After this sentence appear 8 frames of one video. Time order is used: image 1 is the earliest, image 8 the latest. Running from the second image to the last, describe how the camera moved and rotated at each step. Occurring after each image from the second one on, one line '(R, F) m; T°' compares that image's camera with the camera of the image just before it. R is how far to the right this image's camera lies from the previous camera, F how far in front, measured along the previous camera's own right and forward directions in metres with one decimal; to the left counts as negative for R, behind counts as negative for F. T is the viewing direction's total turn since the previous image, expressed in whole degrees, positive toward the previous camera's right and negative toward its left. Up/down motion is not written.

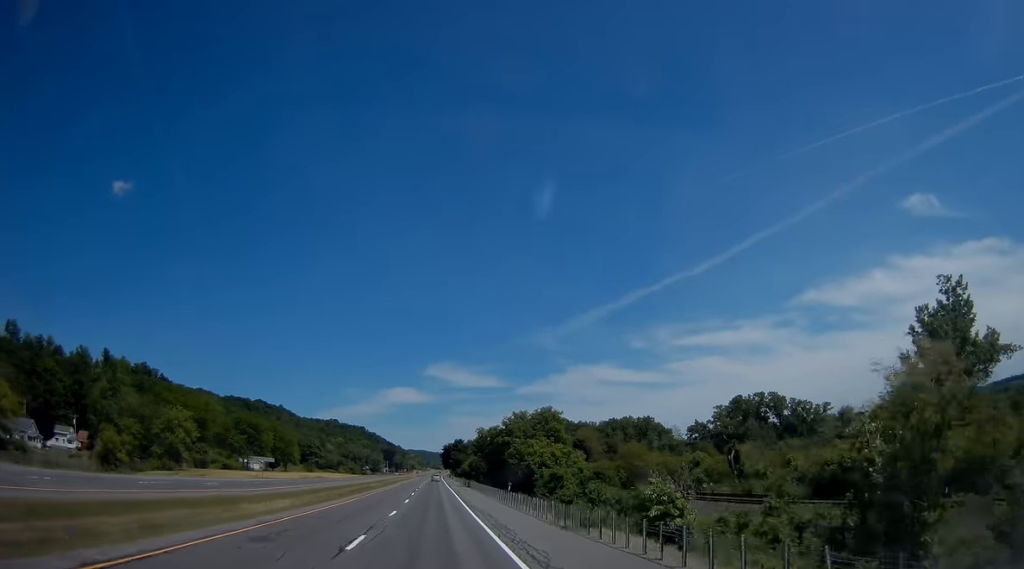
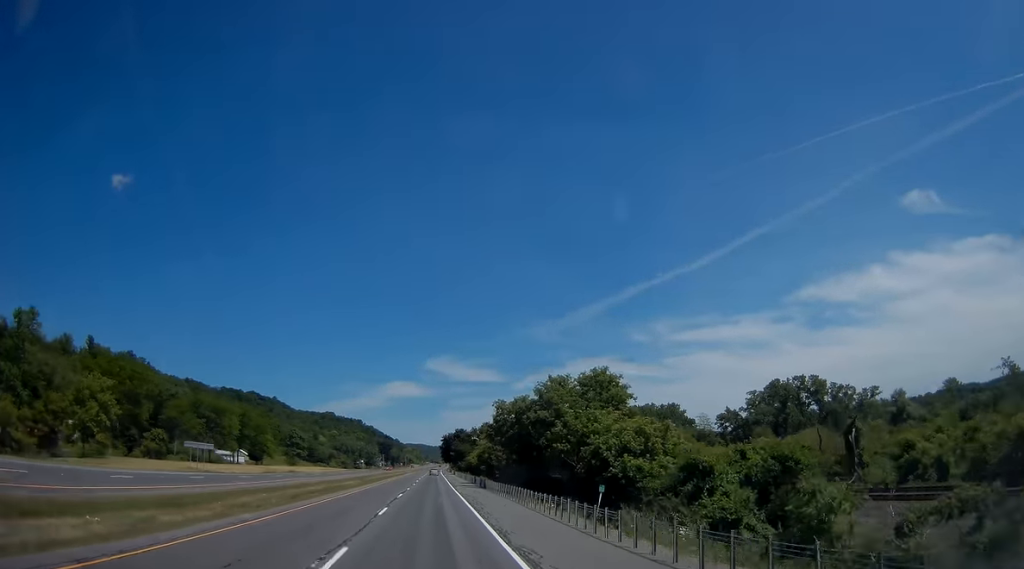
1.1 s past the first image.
(+0.2, +27.8) m; +1°
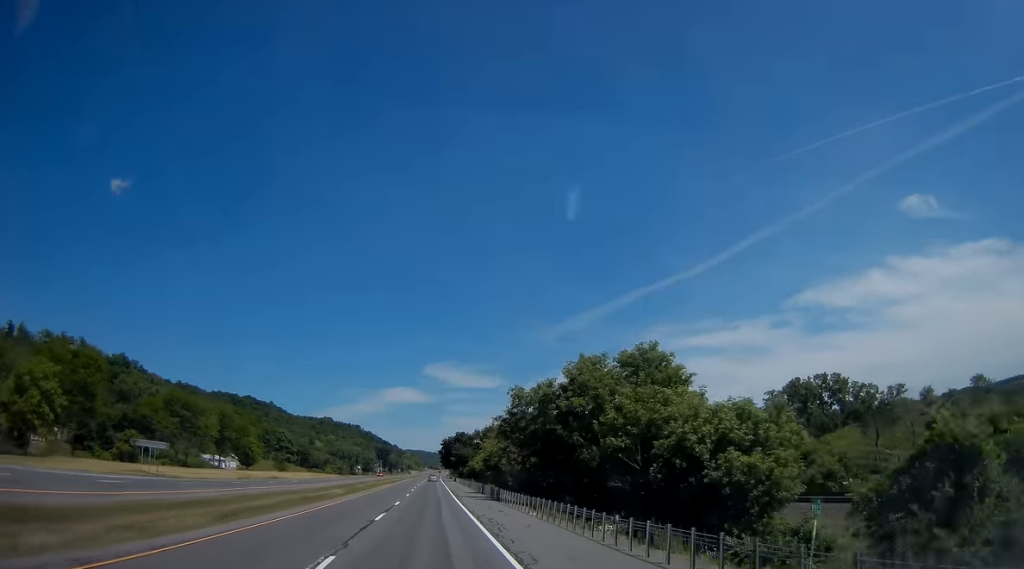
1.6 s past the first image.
(+0.2, +13.0) m; 0°
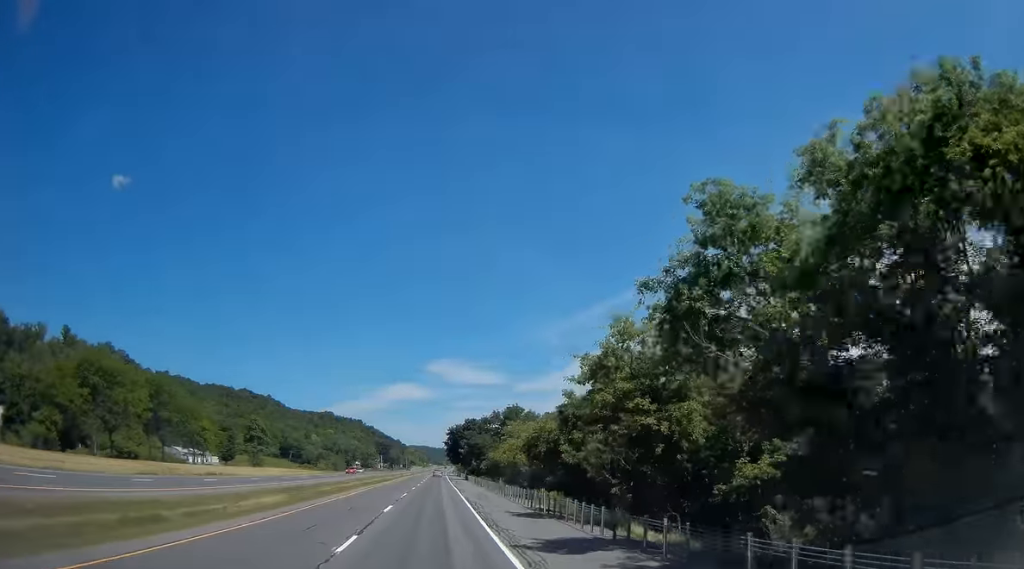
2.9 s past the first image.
(-0.2, +33.9) m; -2°
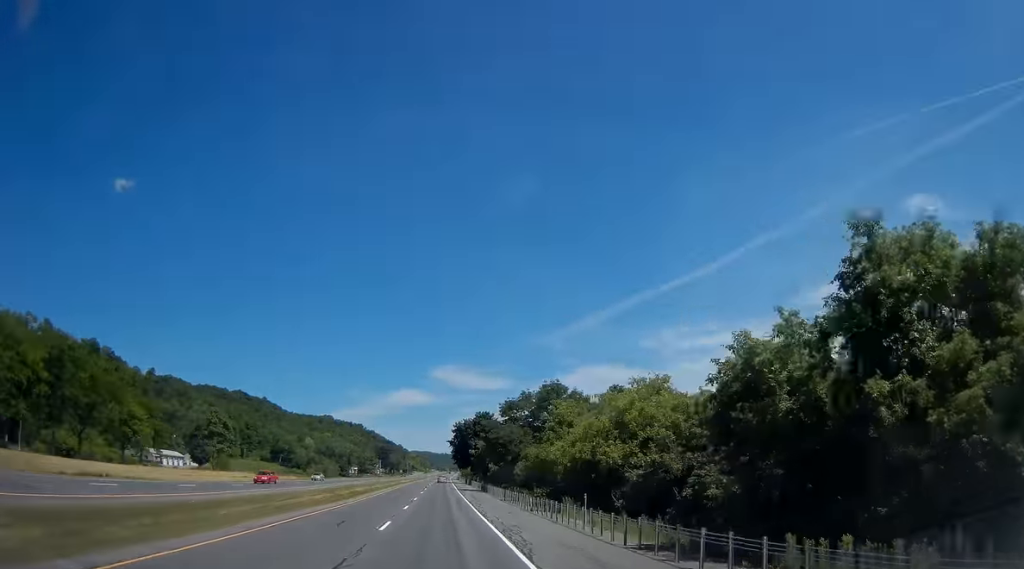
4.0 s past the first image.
(-0.5, +30.5) m; 0°
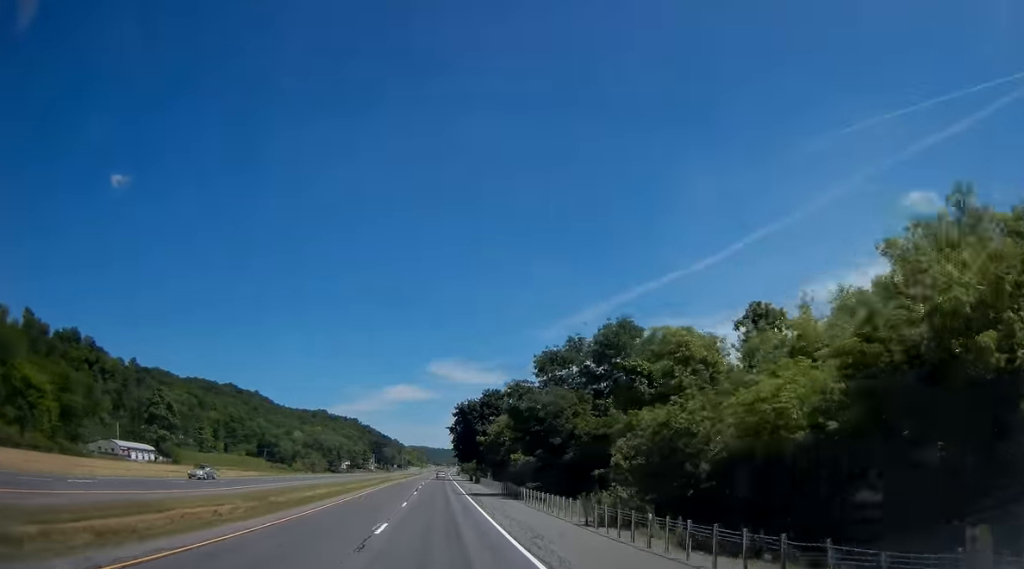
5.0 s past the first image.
(+0.5, +26.2) m; +1°
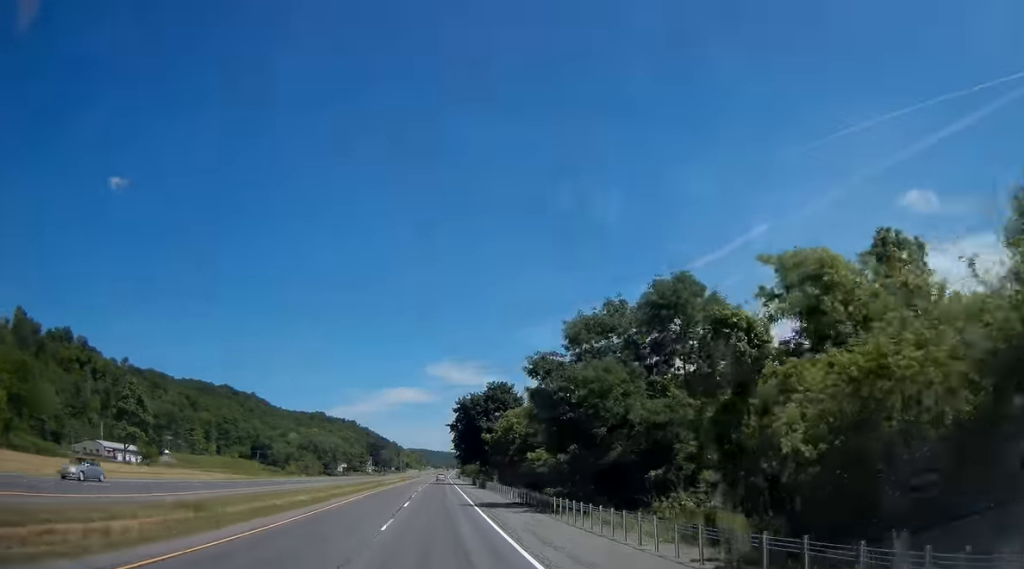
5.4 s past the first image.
(0.0, +10.5) m; 0°
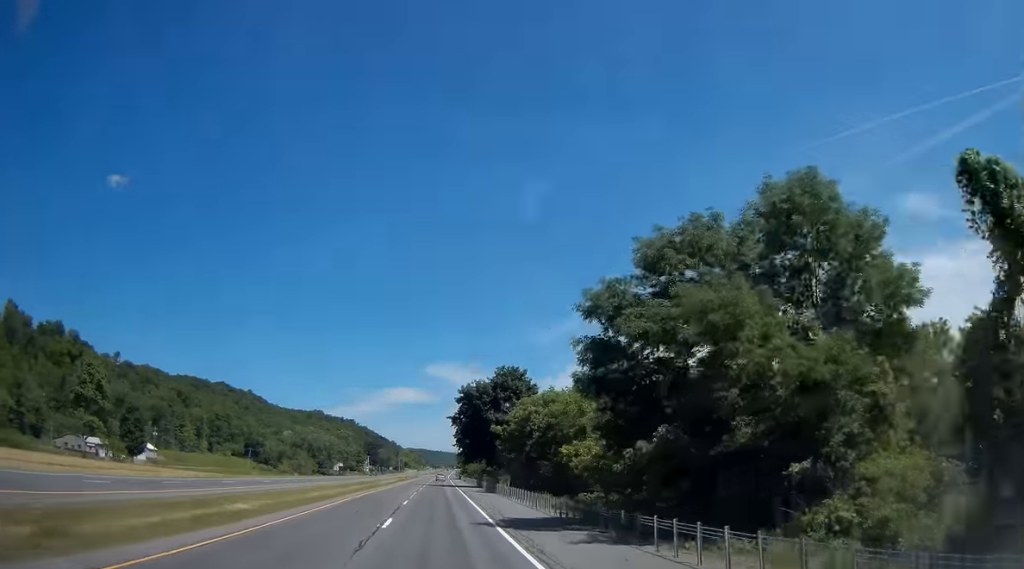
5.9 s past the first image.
(0.0, +12.2) m; 0°
